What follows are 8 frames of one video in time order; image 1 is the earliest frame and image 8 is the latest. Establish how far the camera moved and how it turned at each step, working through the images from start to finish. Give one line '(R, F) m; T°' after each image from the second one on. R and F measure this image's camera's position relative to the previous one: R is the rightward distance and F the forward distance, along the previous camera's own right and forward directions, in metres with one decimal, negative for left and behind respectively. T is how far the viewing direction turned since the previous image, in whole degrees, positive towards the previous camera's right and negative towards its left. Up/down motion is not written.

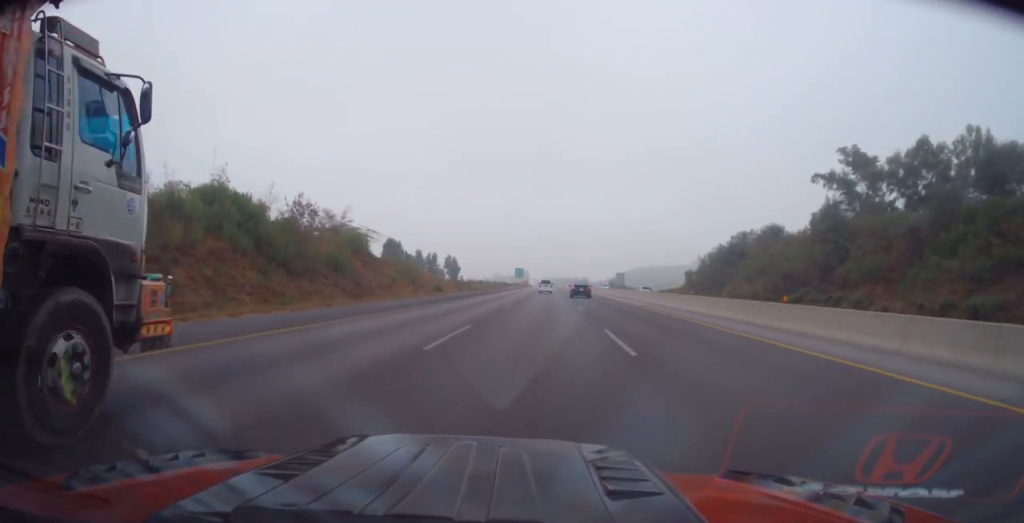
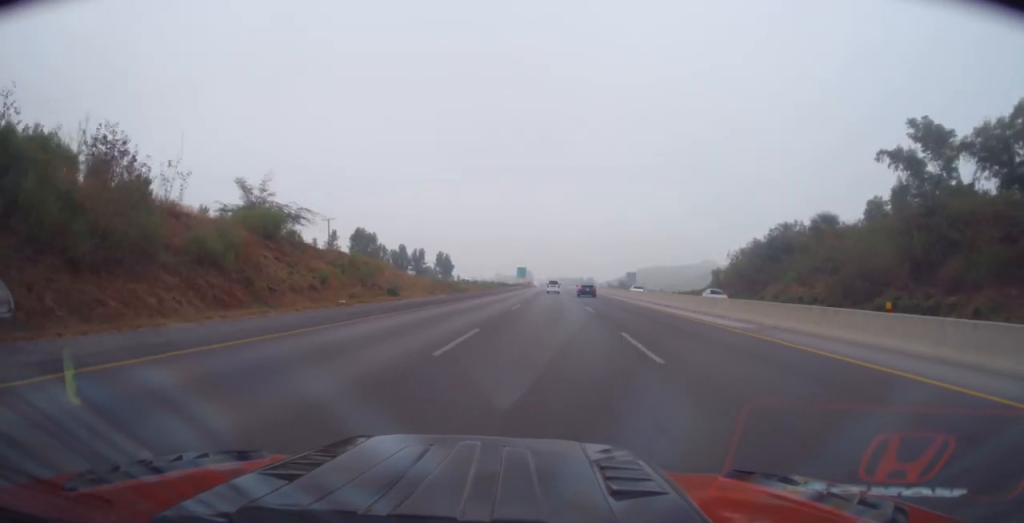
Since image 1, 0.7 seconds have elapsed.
(-0.1, +18.7) m; 0°
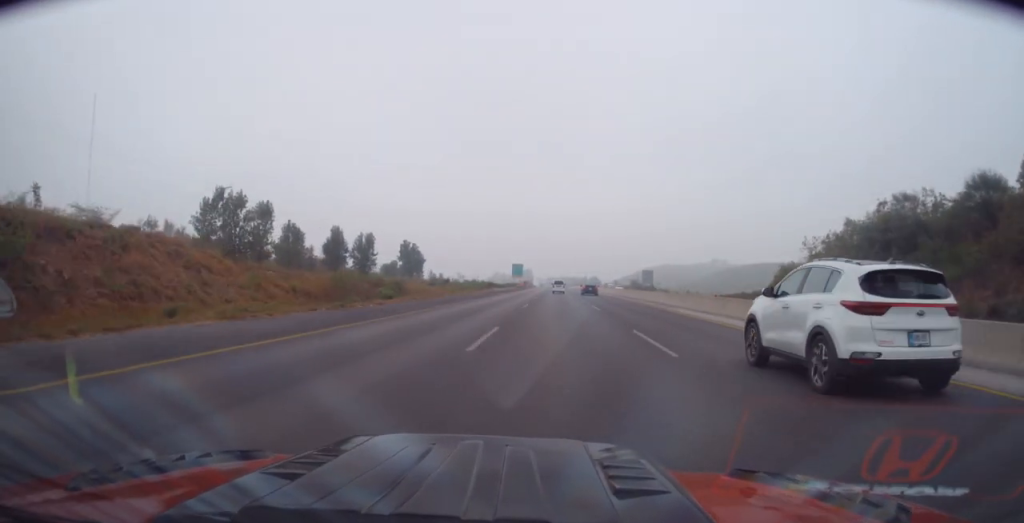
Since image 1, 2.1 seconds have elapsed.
(-0.3, +35.0) m; -1°
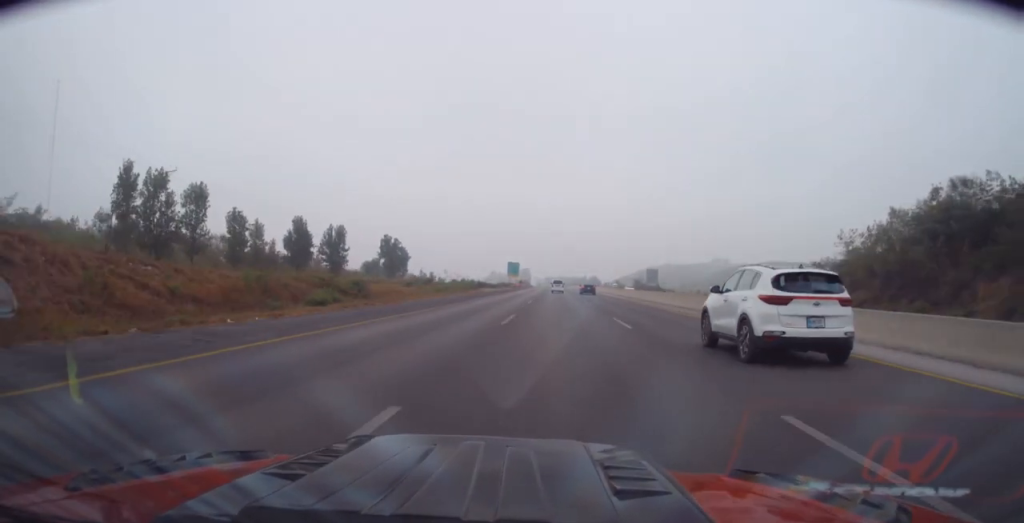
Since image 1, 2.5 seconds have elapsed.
(-0.2, +11.1) m; 0°
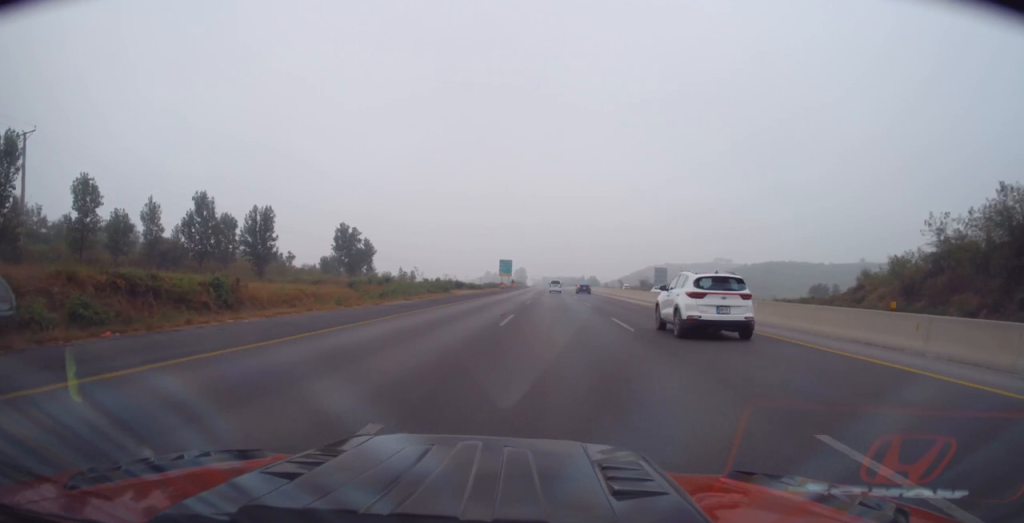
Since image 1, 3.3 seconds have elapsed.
(+0.5, +18.8) m; +1°
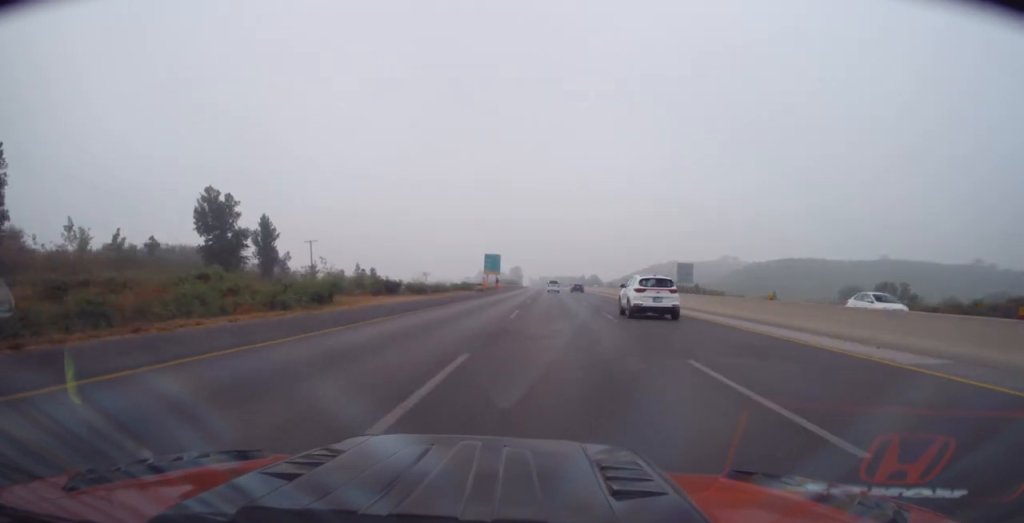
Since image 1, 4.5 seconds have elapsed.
(-0.2, +30.8) m; -1°
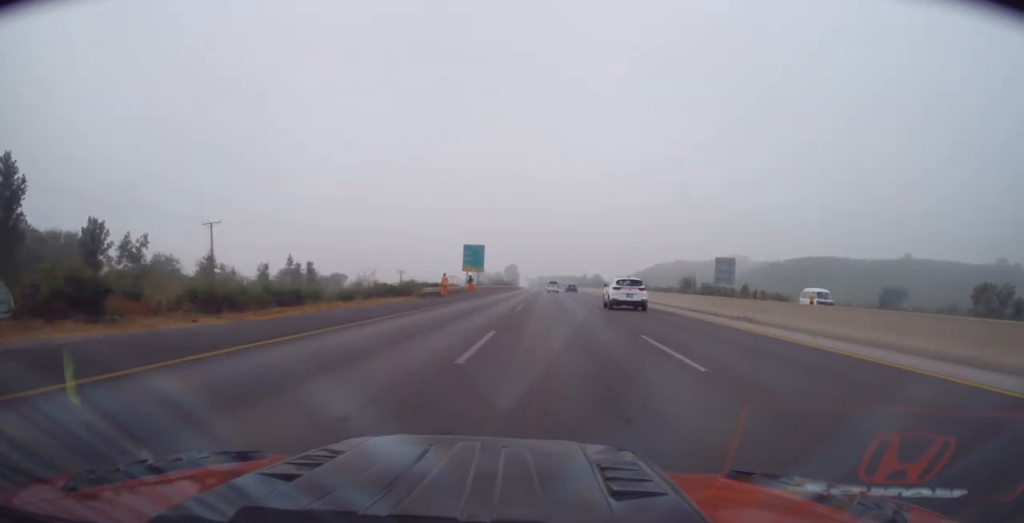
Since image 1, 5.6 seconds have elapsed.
(0.0, +30.1) m; +1°
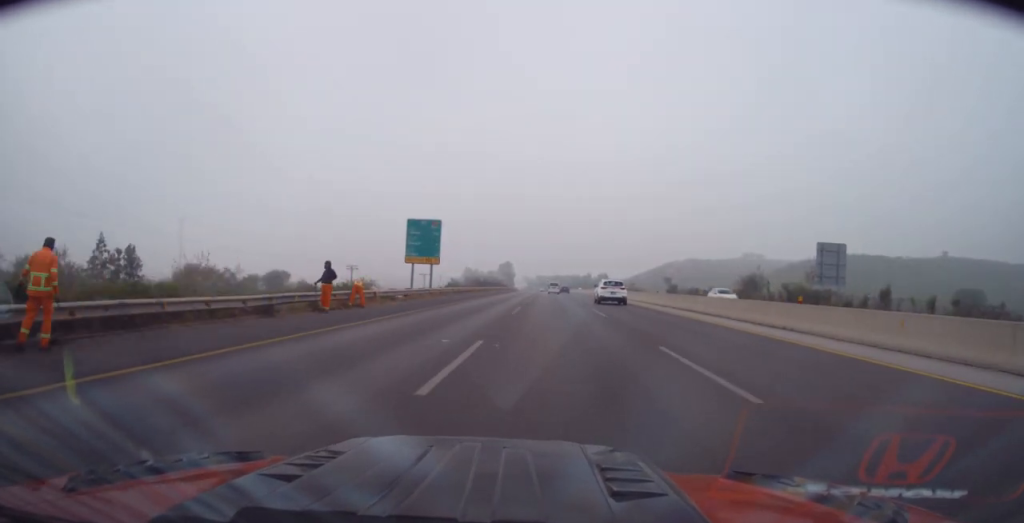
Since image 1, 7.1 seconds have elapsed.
(+0.5, +38.4) m; +1°
